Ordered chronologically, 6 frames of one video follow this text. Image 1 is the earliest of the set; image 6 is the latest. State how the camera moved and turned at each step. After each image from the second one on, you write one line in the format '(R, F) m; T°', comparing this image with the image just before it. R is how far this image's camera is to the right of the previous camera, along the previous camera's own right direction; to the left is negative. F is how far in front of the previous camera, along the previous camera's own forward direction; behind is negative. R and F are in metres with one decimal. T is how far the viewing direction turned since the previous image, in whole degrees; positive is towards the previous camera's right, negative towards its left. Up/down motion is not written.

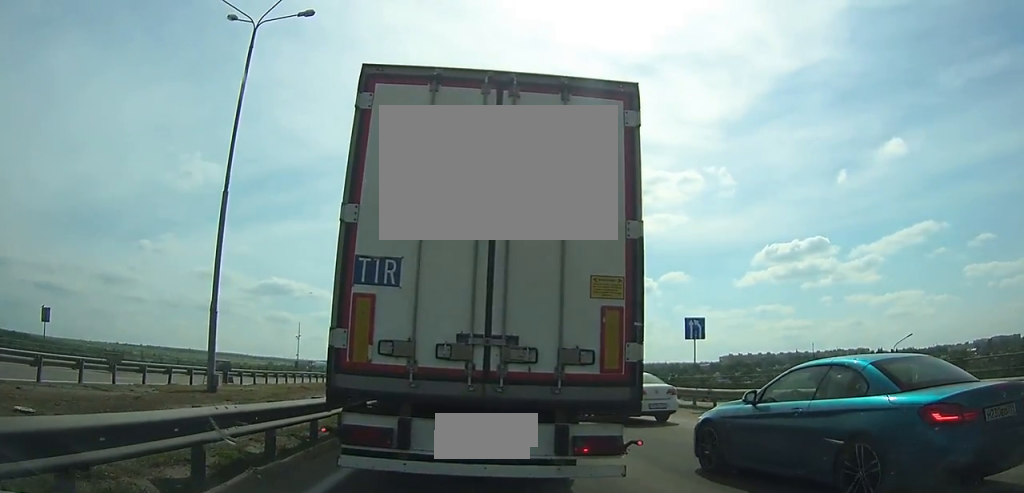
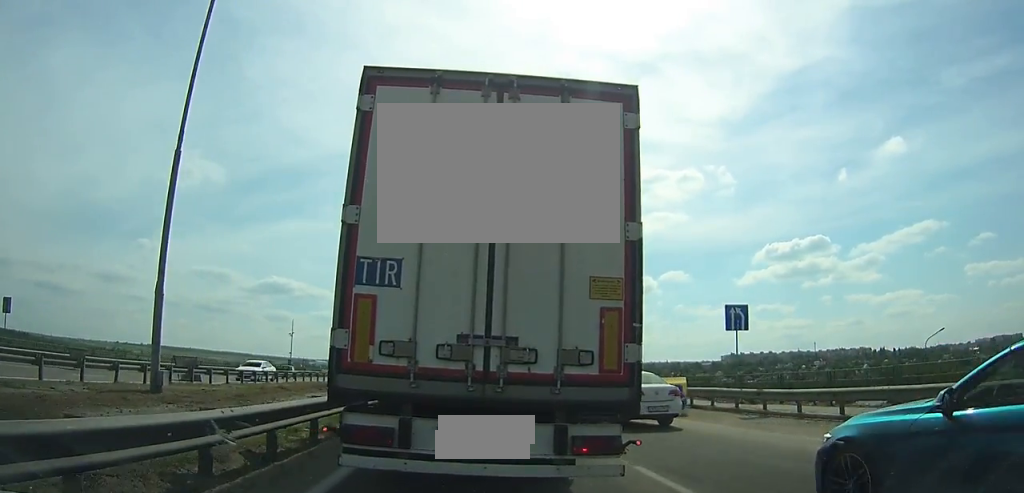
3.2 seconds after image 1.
(-0.2, +4.4) m; -4°
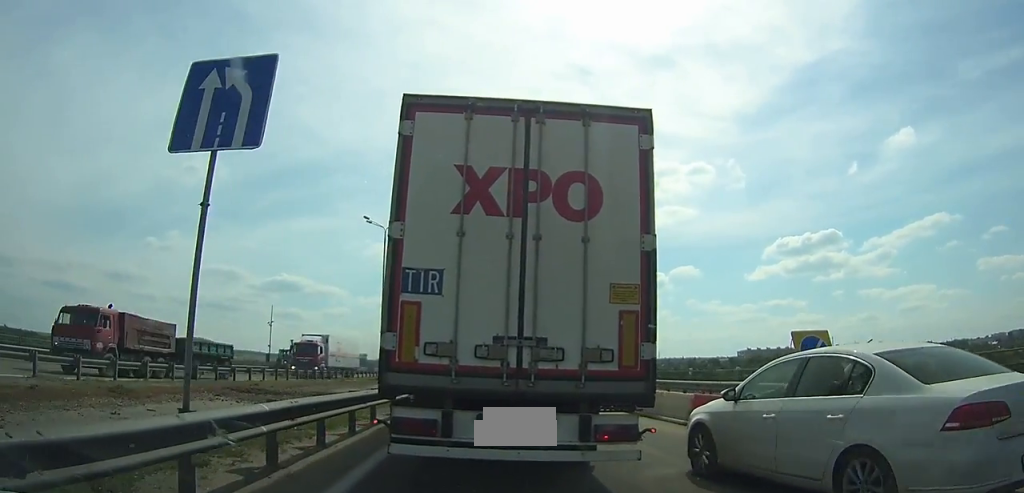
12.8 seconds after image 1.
(0.0, +15.0) m; 0°
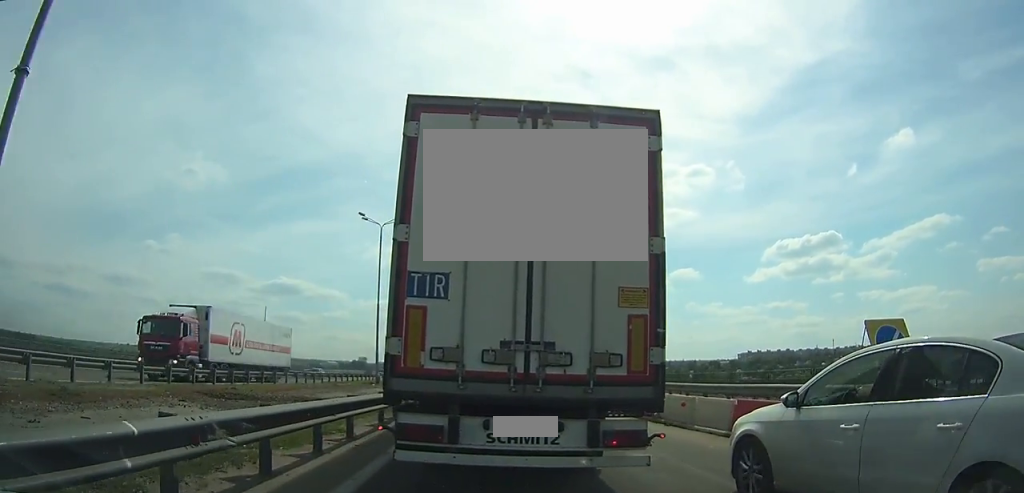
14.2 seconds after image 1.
(0.0, +2.0) m; 0°
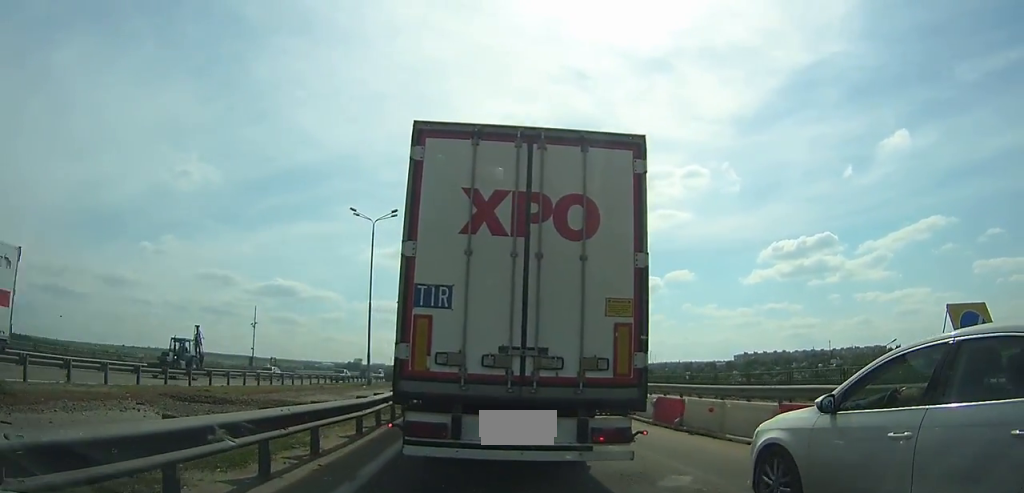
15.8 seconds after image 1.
(0.0, +2.2) m; +1°
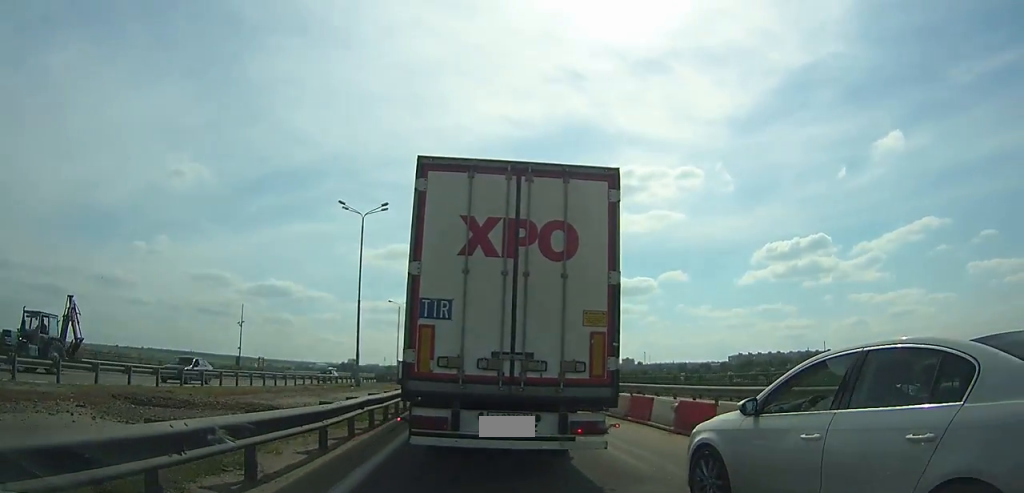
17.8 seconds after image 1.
(+0.1, +2.5) m; +2°
